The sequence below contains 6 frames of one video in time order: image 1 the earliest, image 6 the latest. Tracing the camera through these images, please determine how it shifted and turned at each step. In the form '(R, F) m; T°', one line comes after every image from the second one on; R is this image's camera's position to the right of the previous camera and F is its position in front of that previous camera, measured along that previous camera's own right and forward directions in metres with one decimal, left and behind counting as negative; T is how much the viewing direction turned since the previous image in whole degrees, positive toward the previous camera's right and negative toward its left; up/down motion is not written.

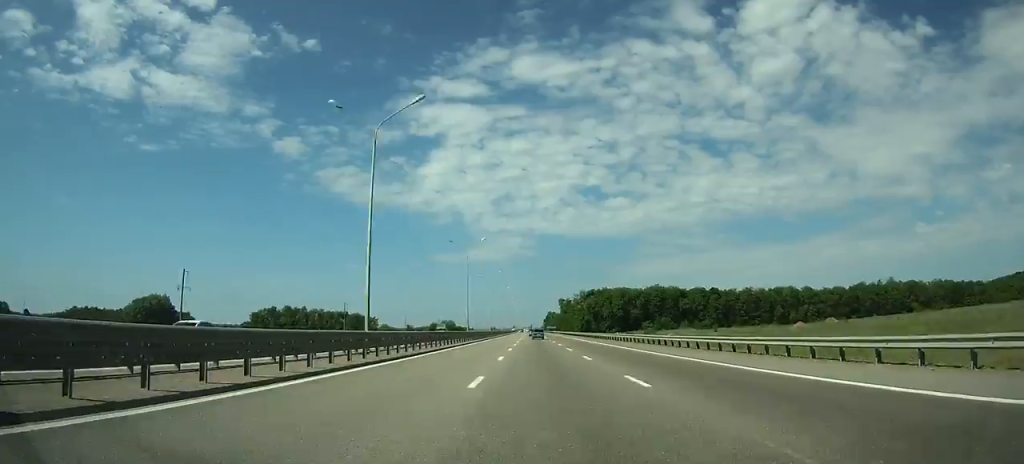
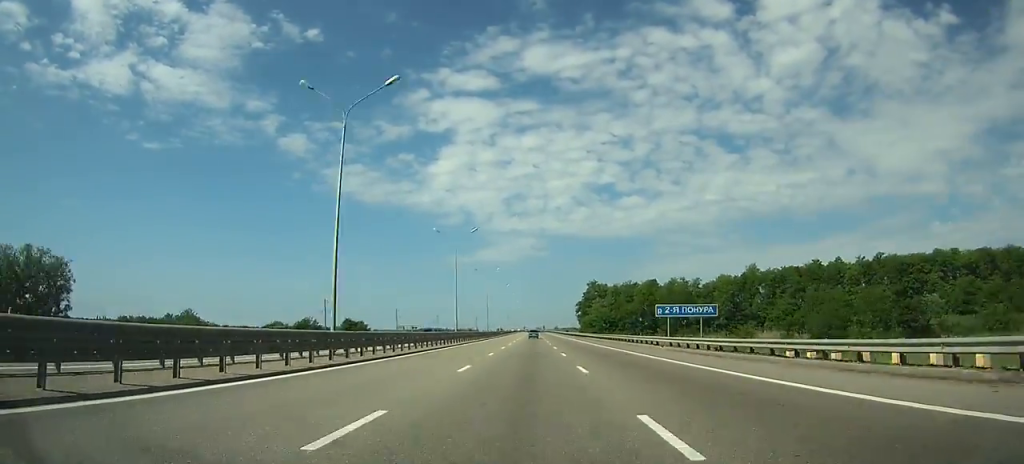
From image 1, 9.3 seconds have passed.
(-4.5, +263.8) m; -2°
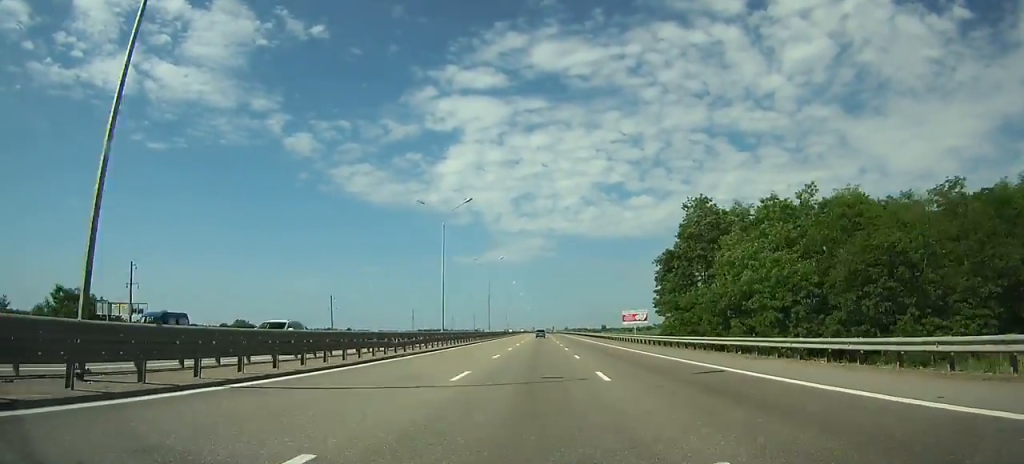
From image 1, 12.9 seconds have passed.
(-0.6, +97.3) m; 0°
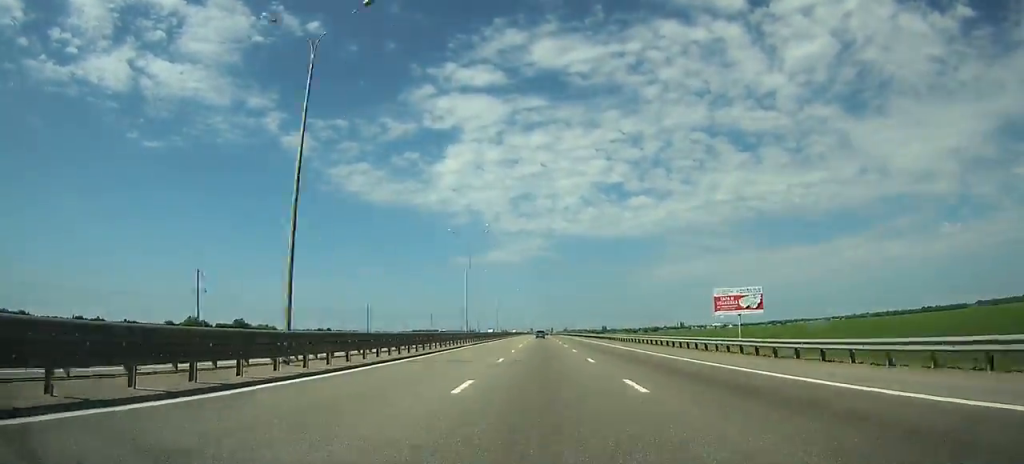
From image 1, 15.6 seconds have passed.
(+0.1, +76.3) m; 0°
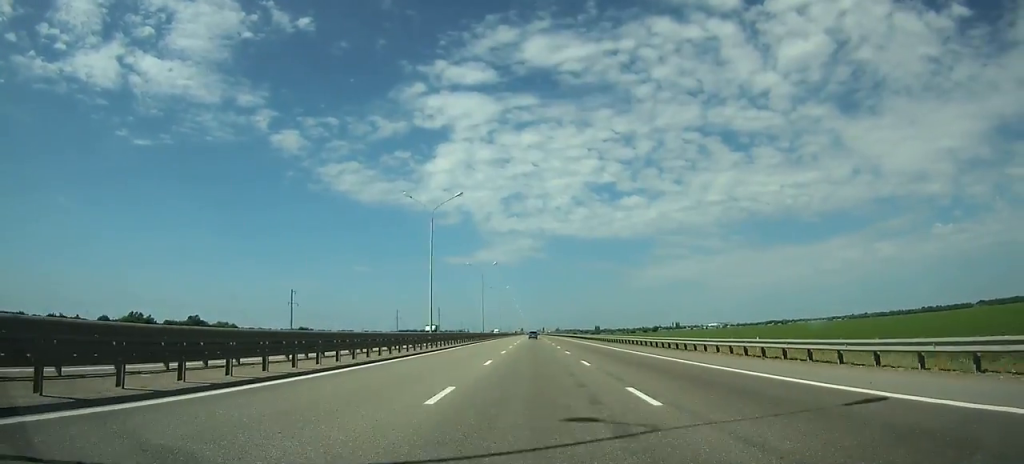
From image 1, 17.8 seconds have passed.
(+0.2, +62.0) m; 0°
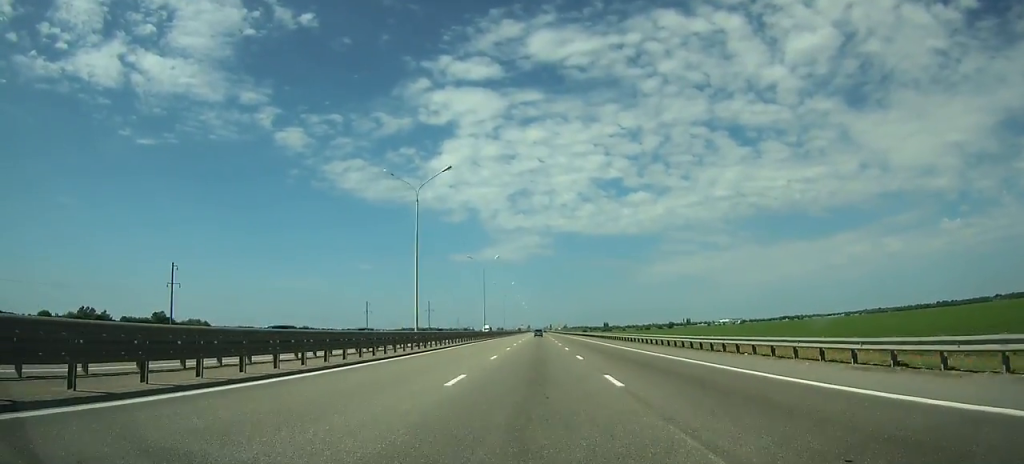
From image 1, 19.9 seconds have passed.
(+0.1, +58.4) m; 0°
